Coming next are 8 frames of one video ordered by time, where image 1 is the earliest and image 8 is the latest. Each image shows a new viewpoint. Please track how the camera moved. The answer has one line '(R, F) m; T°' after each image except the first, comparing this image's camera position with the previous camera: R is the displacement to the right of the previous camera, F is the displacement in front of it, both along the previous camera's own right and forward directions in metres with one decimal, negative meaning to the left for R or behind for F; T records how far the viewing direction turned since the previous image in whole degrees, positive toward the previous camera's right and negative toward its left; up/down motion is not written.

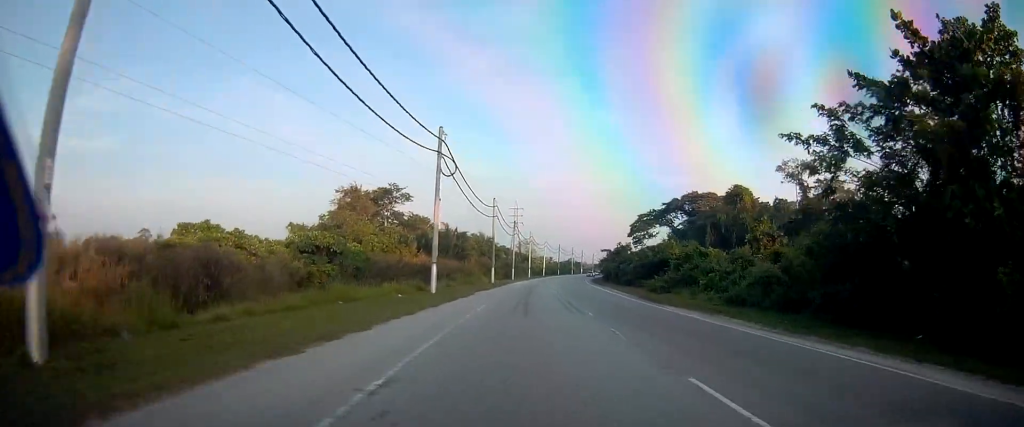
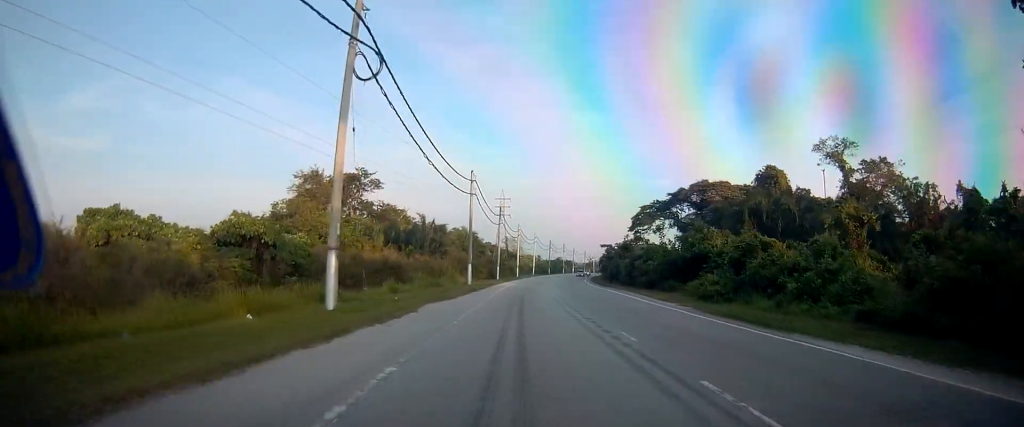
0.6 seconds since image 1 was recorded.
(-0.2, +14.7) m; +1°
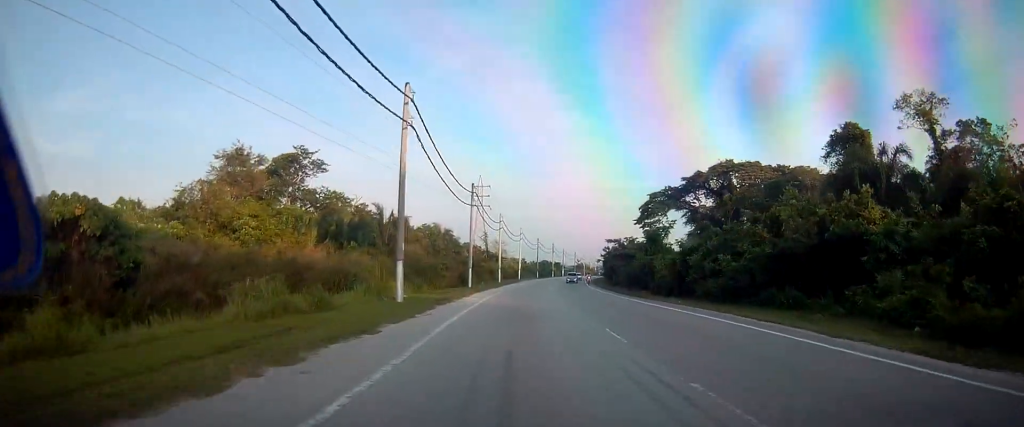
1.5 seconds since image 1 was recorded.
(+0.5, +21.0) m; +3°
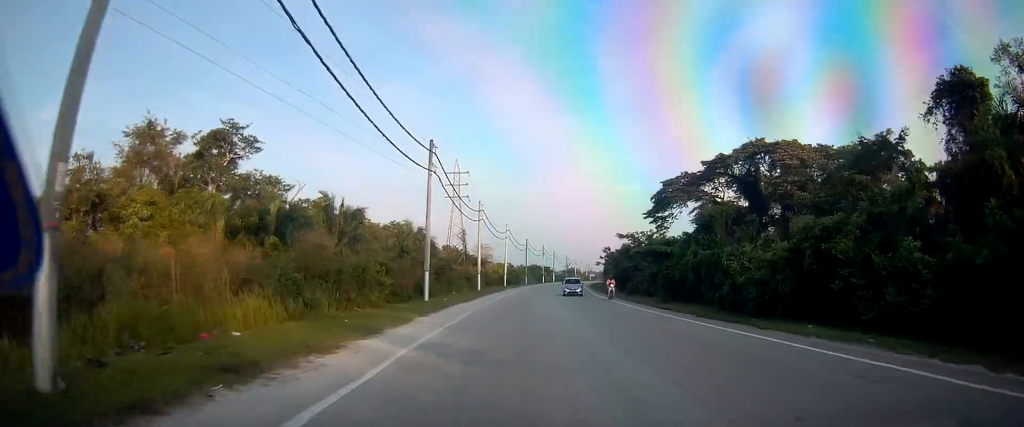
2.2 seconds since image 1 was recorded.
(+0.4, +16.8) m; +2°
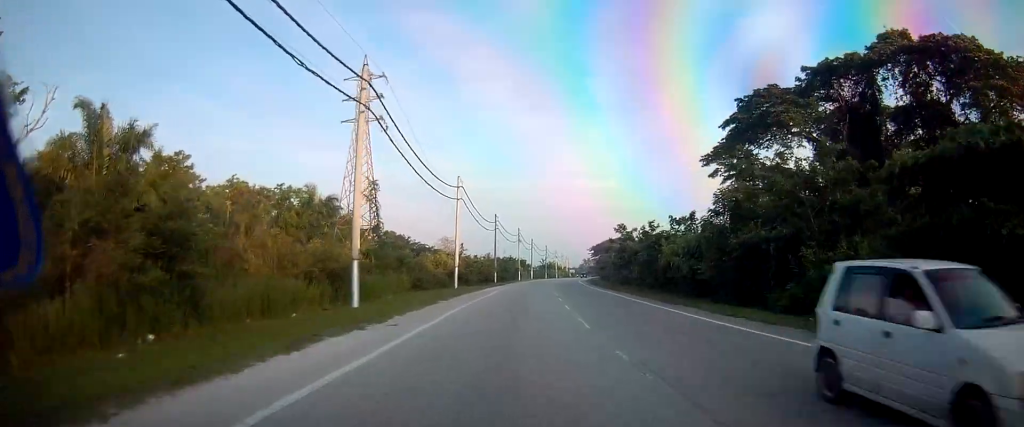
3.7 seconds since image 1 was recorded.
(+0.4, +36.0) m; +2°
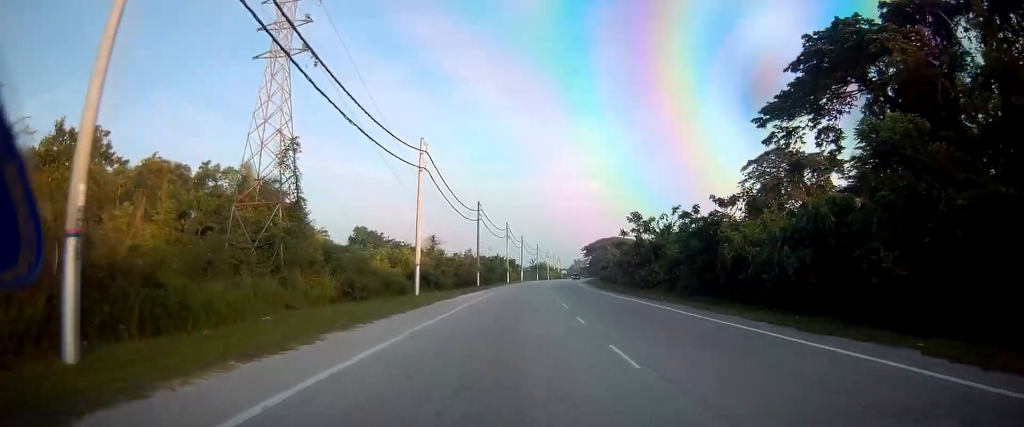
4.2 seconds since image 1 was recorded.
(+0.3, +13.2) m; +1°
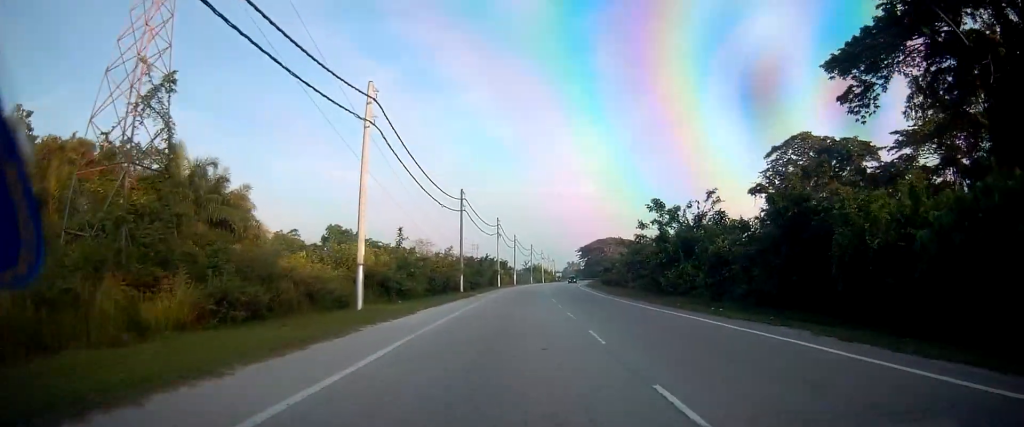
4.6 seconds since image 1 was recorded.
(+0.1, +10.4) m; +1°
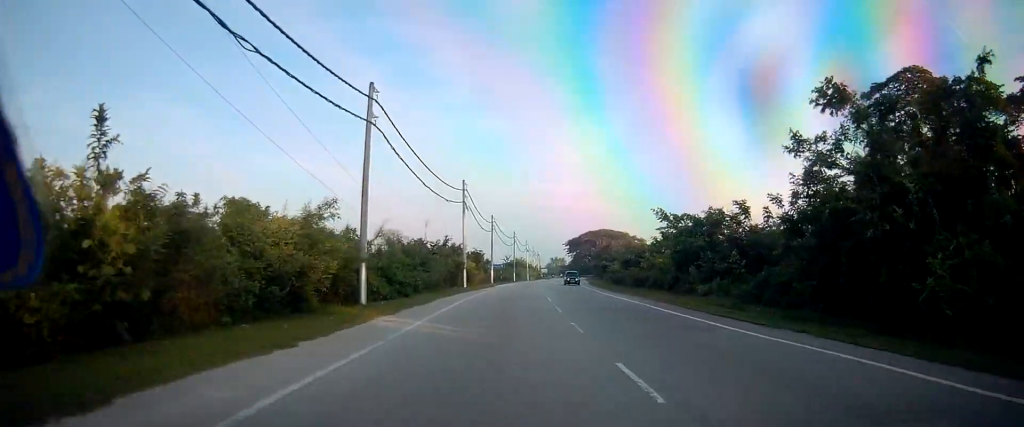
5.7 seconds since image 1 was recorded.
(+0.3, +26.0) m; +3°
